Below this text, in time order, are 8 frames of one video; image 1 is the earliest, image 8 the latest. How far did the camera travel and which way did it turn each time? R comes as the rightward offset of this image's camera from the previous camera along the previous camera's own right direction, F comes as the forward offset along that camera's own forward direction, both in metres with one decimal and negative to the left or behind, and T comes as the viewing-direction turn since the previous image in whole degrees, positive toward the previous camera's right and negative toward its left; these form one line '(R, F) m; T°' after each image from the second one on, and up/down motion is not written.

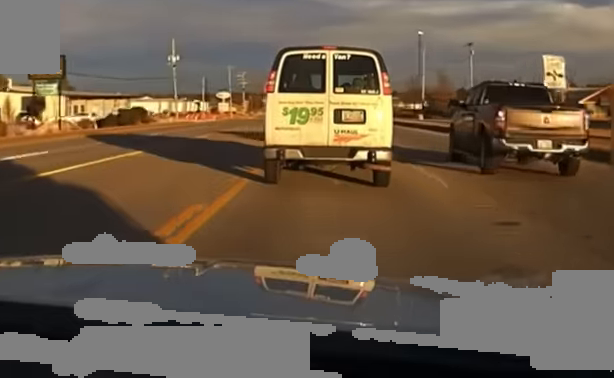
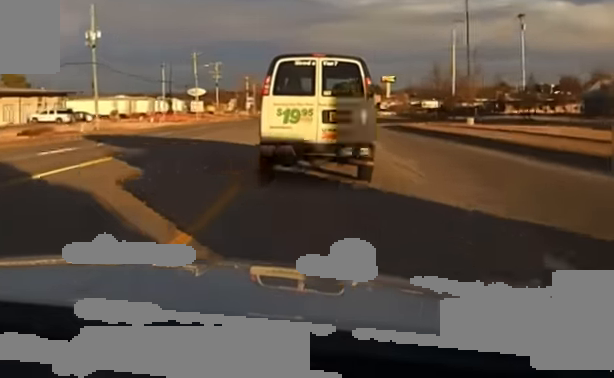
(0.0, +34.4) m; 0°
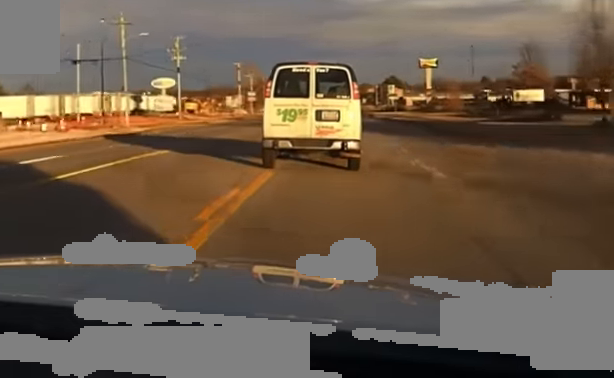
(0.0, +52.1) m; 0°
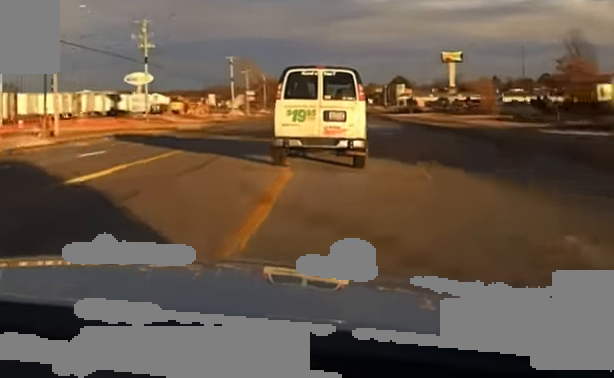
(0.0, +20.0) m; 0°
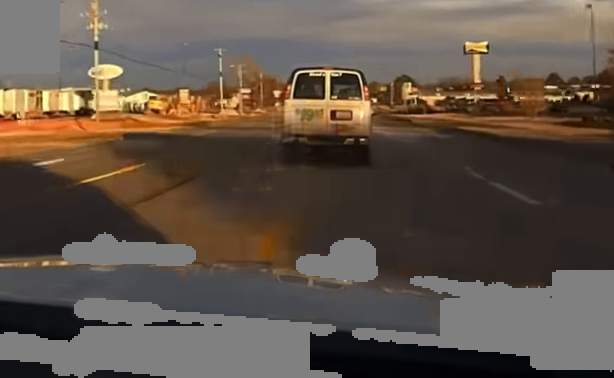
(+0.1, +18.4) m; 0°
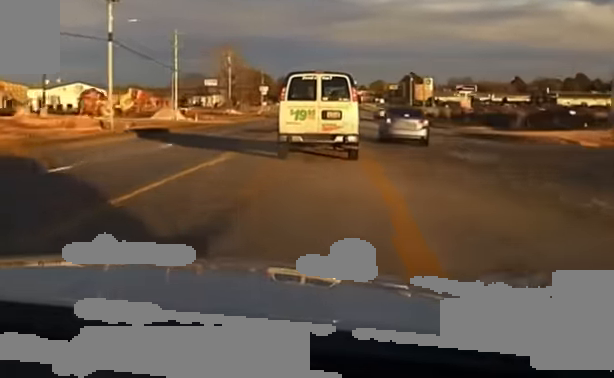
(-0.3, +65.9) m; 0°
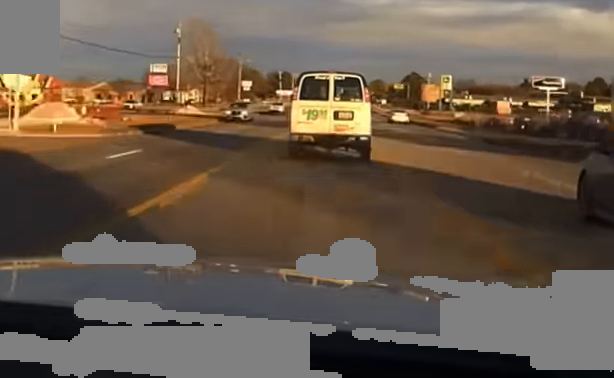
(+0.1, +46.1) m; 0°
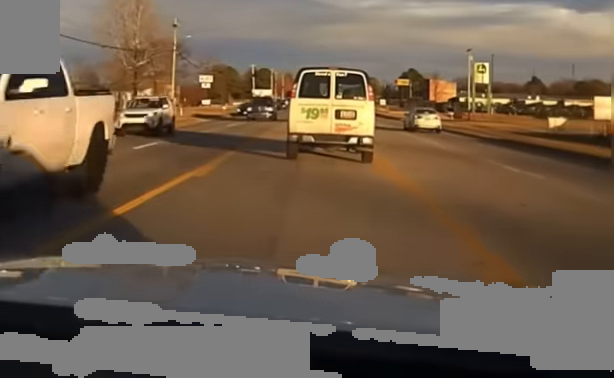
(0.0, +55.6) m; +1°
